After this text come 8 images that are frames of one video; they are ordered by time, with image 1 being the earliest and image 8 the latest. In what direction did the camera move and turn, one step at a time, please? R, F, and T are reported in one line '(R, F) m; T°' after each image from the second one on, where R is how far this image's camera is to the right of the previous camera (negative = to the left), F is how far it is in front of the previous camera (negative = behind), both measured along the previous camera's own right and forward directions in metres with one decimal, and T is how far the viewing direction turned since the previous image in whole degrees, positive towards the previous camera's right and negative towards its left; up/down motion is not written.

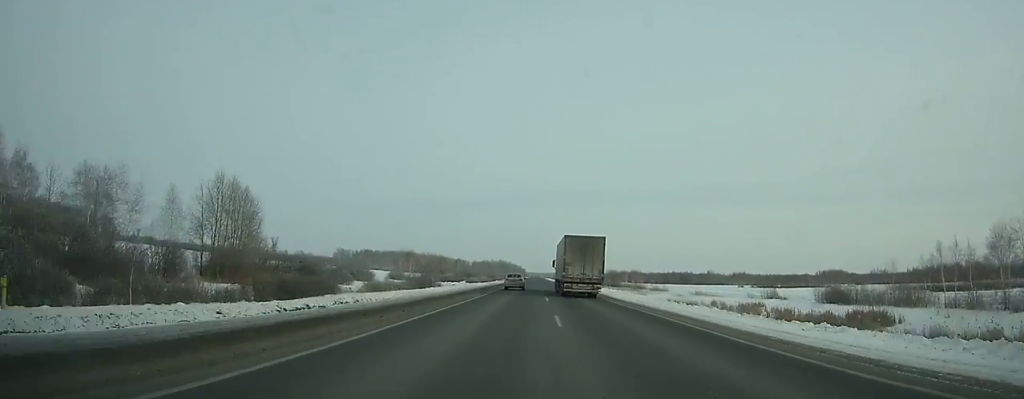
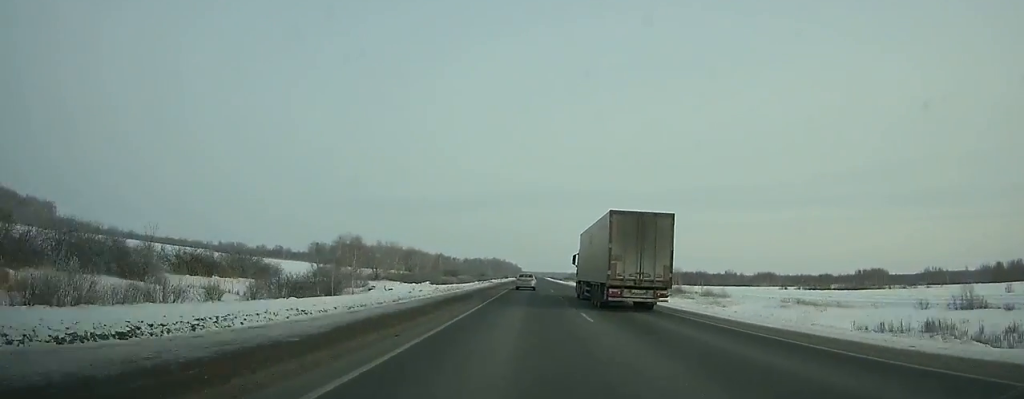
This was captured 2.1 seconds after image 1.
(-0.1, +62.1) m; 0°
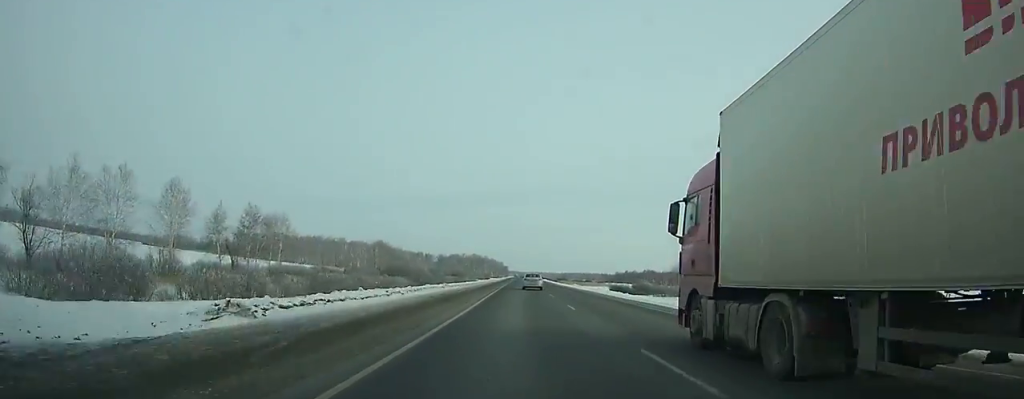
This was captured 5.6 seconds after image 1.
(+1.2, +107.9) m; +1°
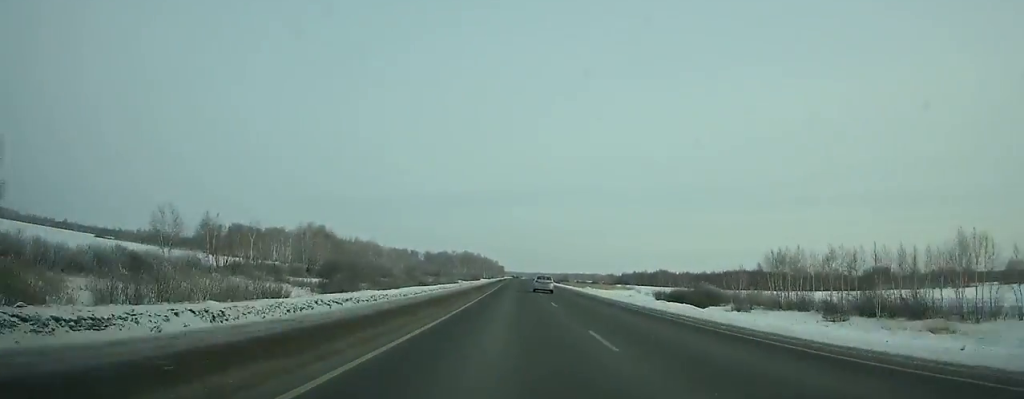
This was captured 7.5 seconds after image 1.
(+0.3, +60.0) m; +1°
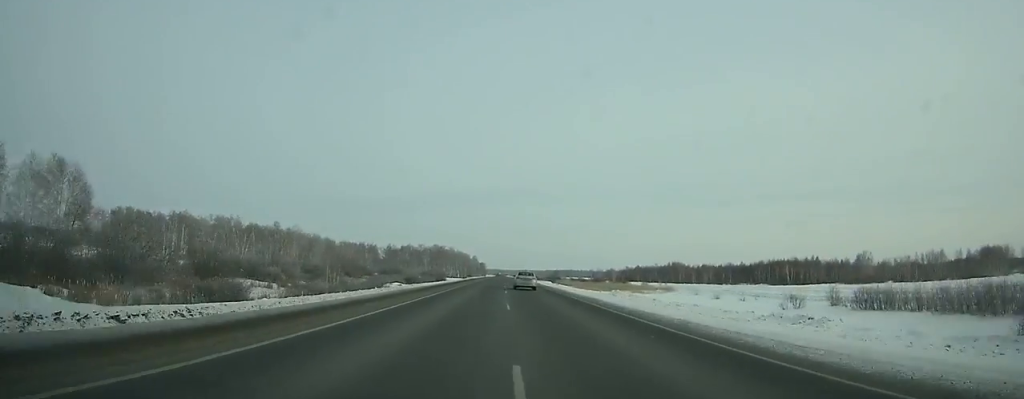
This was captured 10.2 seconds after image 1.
(+0.8, +85.6) m; 0°
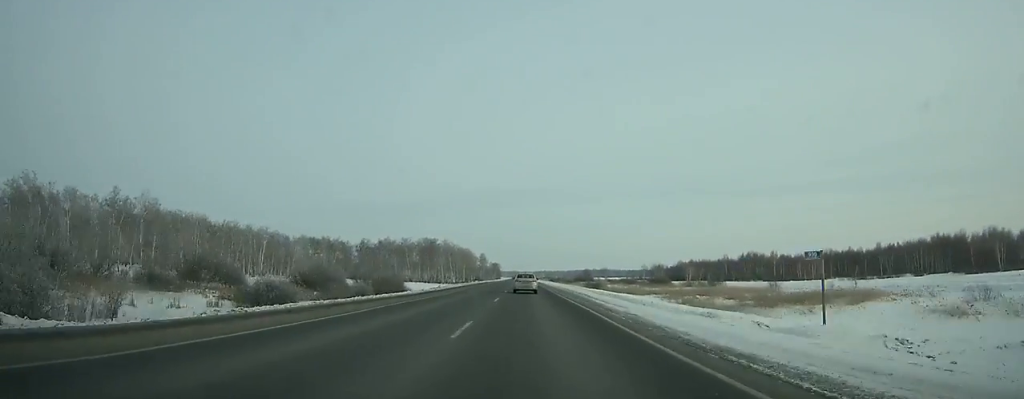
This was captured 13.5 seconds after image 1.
(-0.4, +103.8) m; -1°
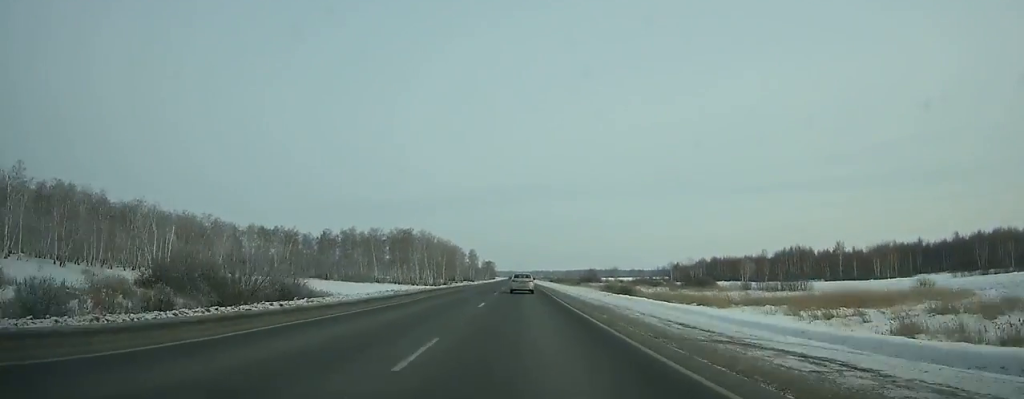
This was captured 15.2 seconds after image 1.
(-0.2, +52.7) m; 0°
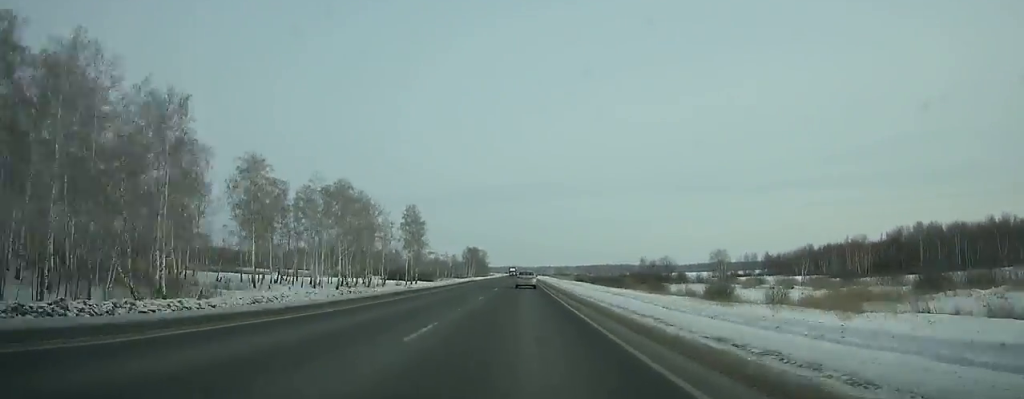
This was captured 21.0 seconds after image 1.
(-0.6, +176.1) m; 0°
